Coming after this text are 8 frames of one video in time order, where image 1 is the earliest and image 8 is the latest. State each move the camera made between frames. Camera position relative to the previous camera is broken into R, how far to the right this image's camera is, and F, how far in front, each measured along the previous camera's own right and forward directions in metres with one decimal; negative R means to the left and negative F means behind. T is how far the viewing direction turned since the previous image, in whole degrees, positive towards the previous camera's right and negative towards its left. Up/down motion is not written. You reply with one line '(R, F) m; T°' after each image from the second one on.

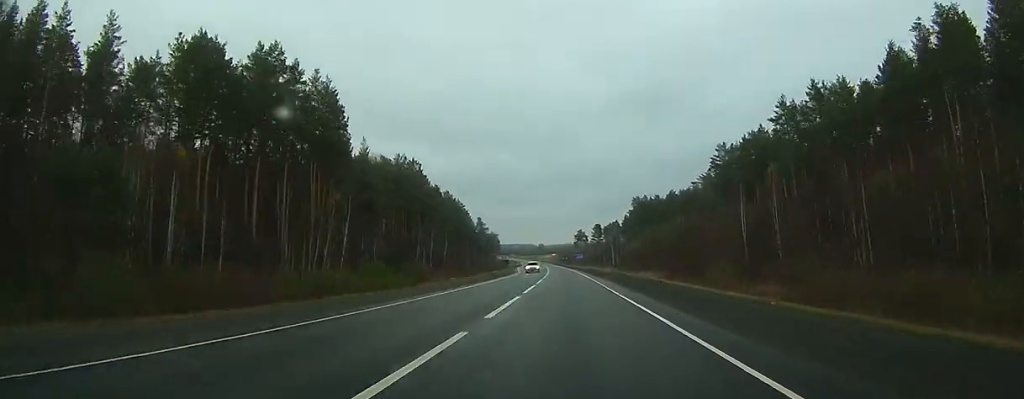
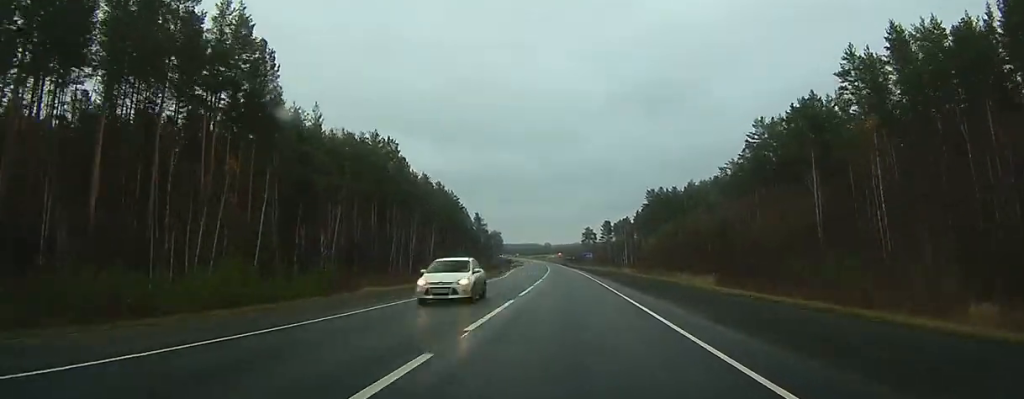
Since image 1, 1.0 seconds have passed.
(-0.1, +25.4) m; -1°
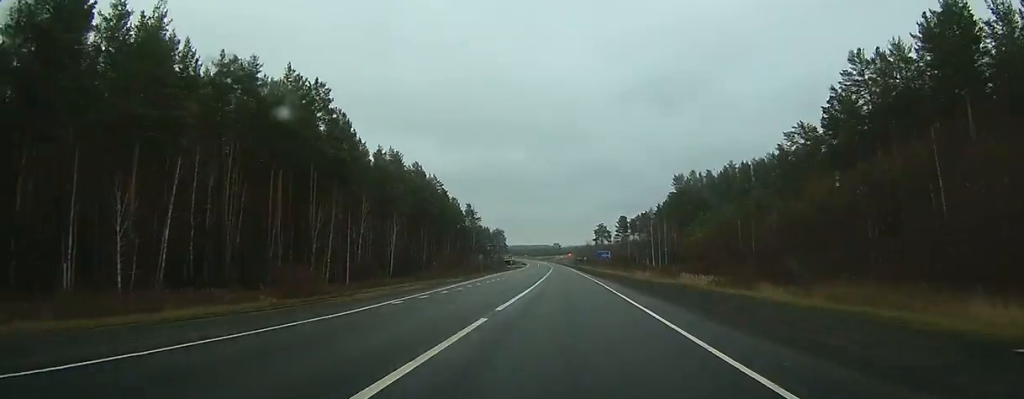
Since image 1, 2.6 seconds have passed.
(-0.3, +40.3) m; -1°
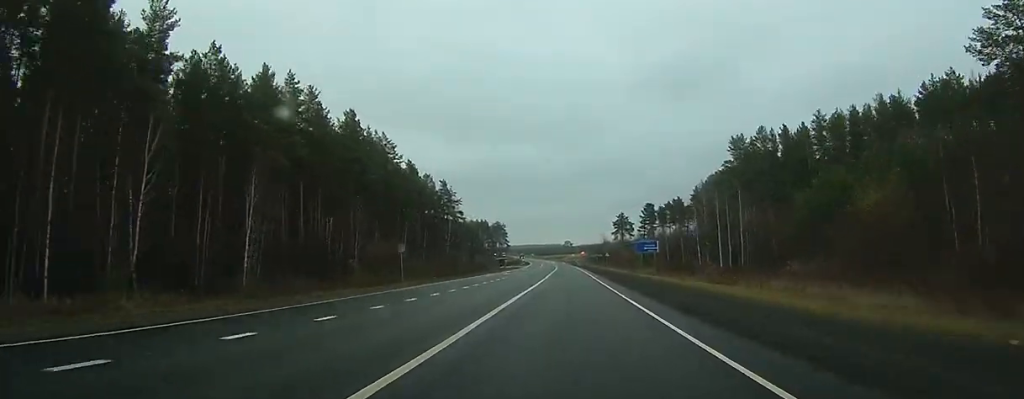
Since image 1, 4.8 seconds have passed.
(-0.7, +56.8) m; -1°
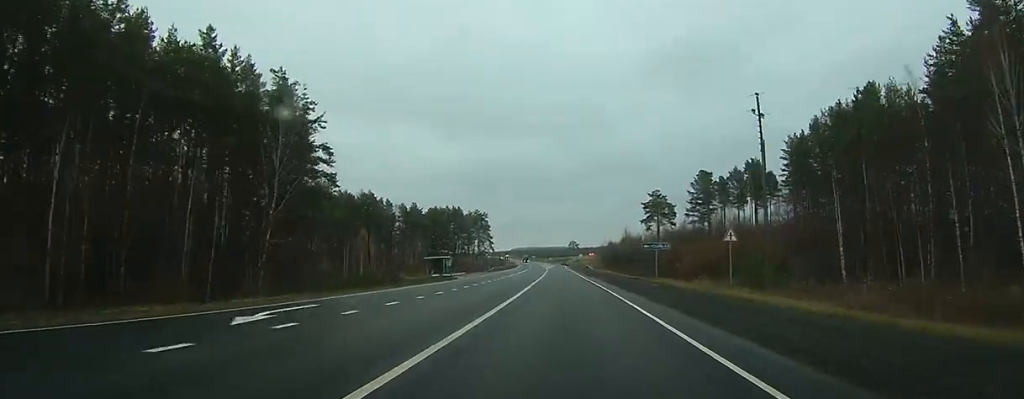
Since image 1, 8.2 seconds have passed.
(-0.7, +95.0) m; -1°
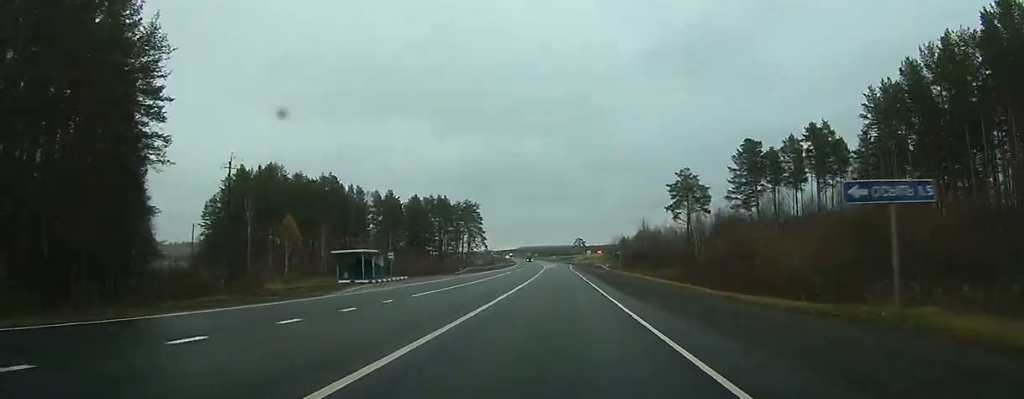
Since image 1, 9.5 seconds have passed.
(-0.2, +36.6) m; -1°
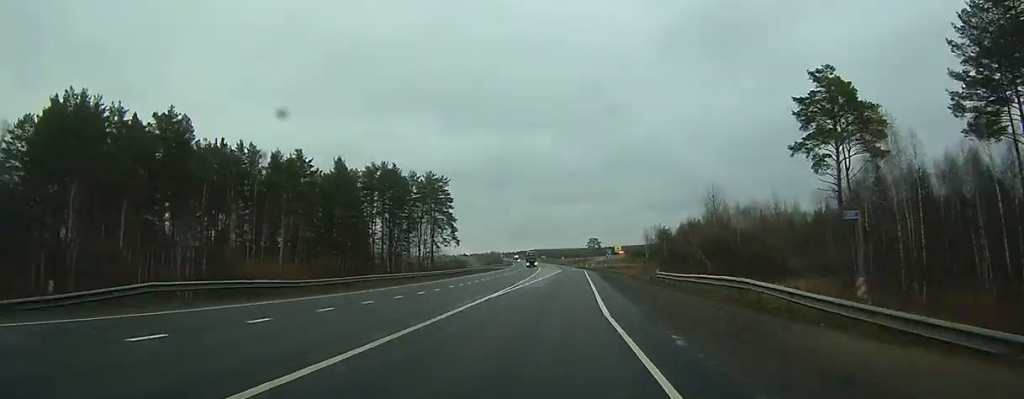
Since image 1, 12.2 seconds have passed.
(-0.7, +71.4) m; -1°
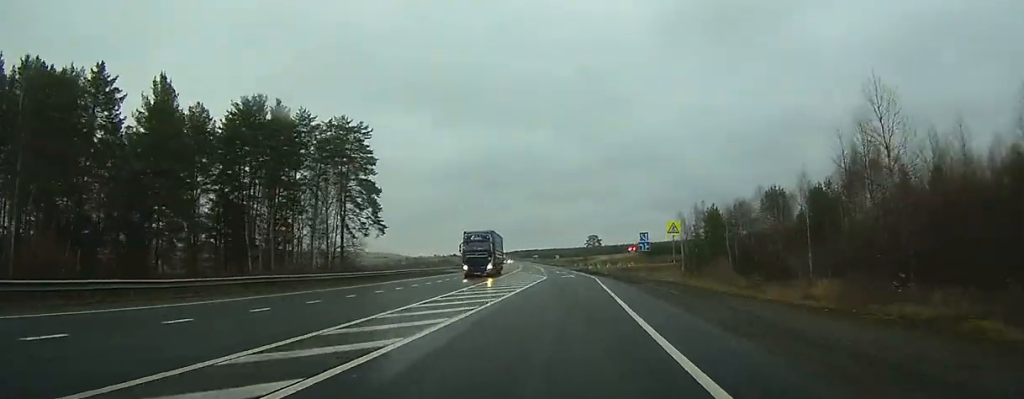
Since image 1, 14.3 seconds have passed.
(-0.1, +53.6) m; 0°
